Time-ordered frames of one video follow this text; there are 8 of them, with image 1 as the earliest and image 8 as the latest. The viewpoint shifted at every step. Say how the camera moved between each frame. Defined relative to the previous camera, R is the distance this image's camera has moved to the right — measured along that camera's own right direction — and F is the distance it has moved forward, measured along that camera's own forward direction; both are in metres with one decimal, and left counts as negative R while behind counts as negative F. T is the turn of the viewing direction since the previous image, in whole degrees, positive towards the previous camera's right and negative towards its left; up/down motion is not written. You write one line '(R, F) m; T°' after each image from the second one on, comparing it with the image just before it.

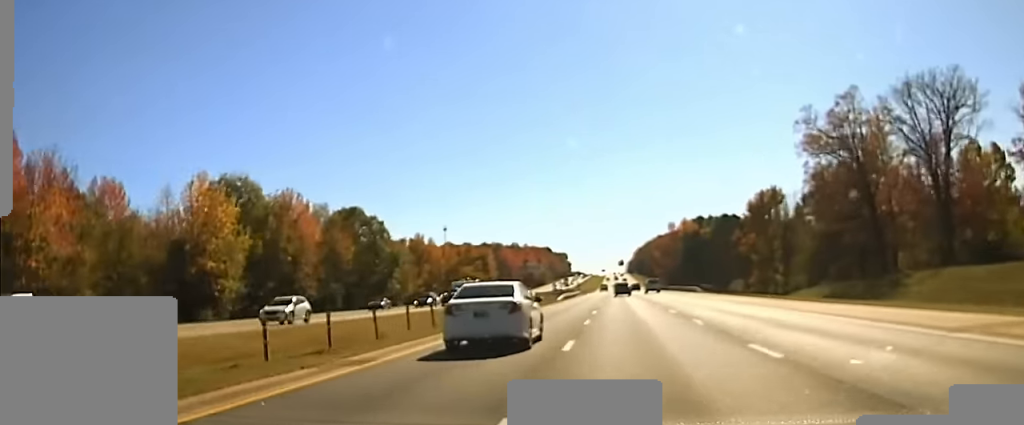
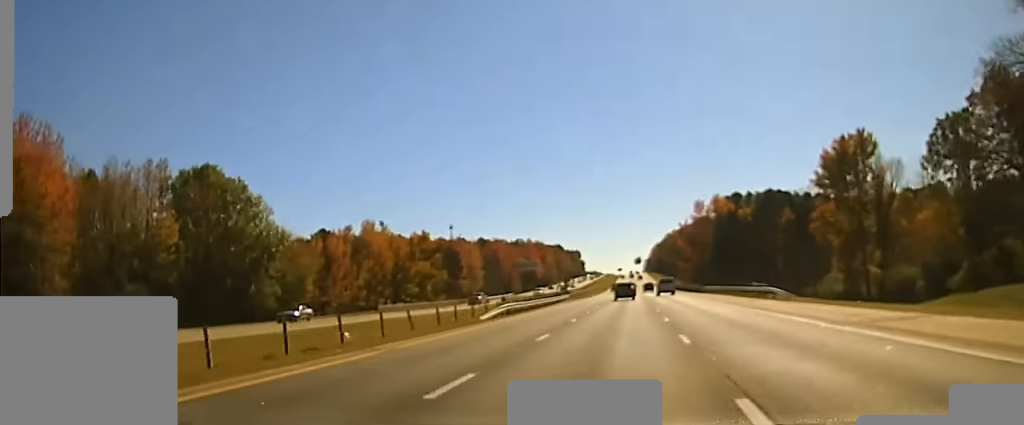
(0.0, +56.4) m; 0°
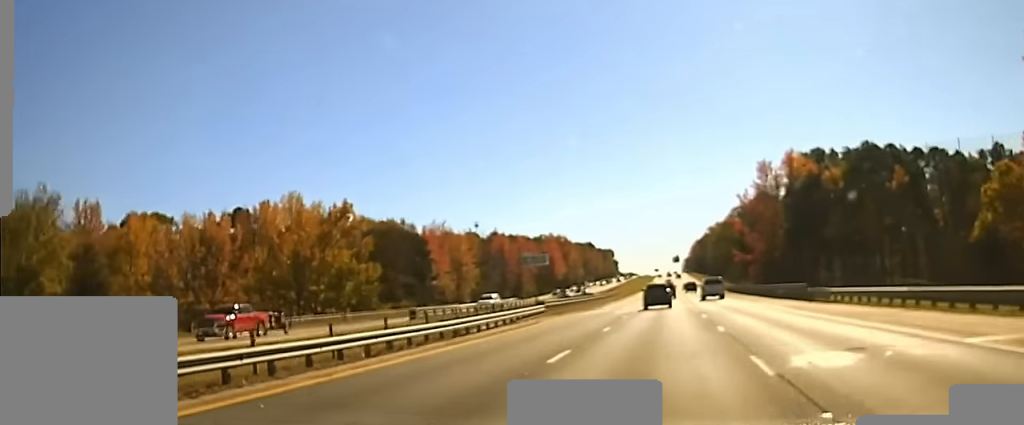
(-0.3, +51.2) m; -1°
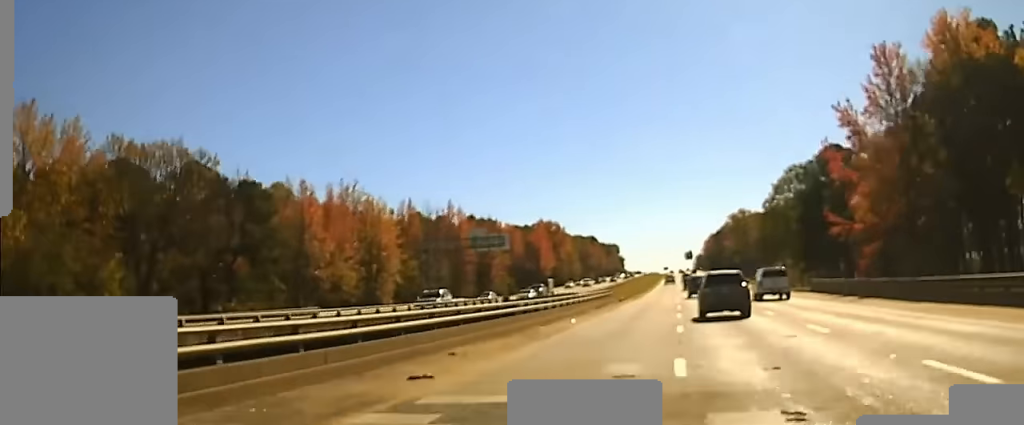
(-1.3, +60.2) m; -1°
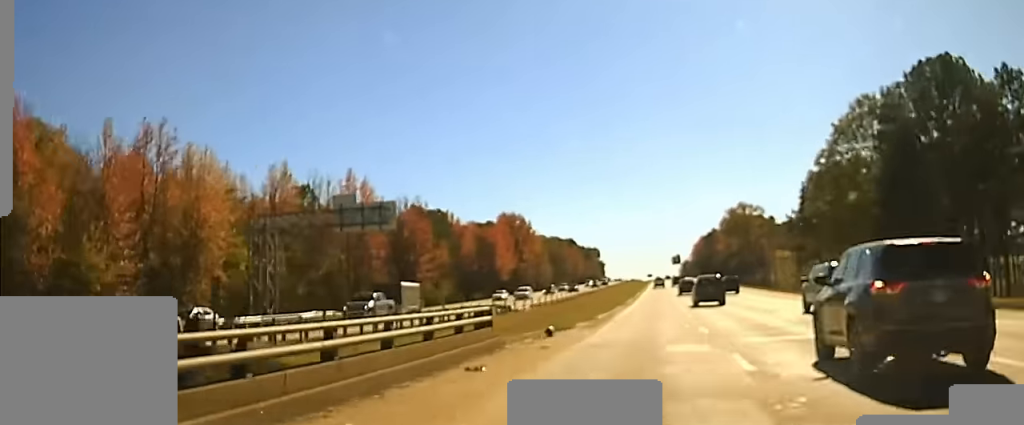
(+0.1, +44.3) m; +1°
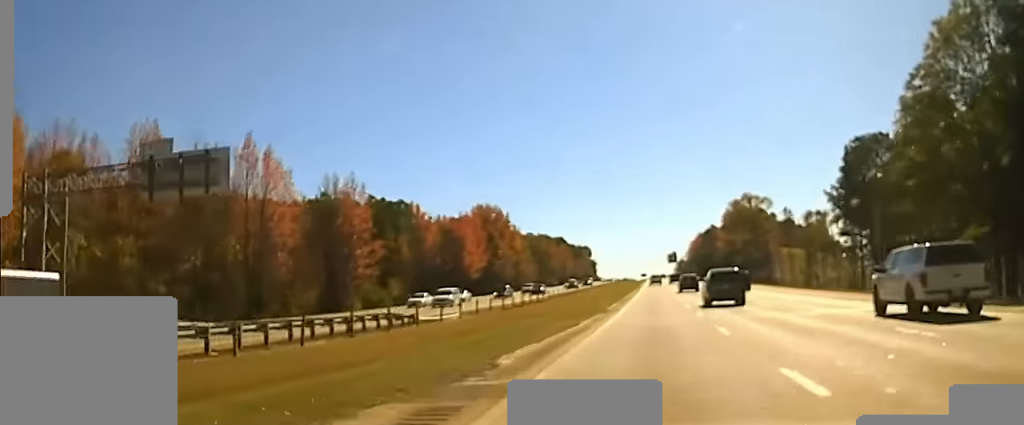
(+0.3, +26.1) m; 0°
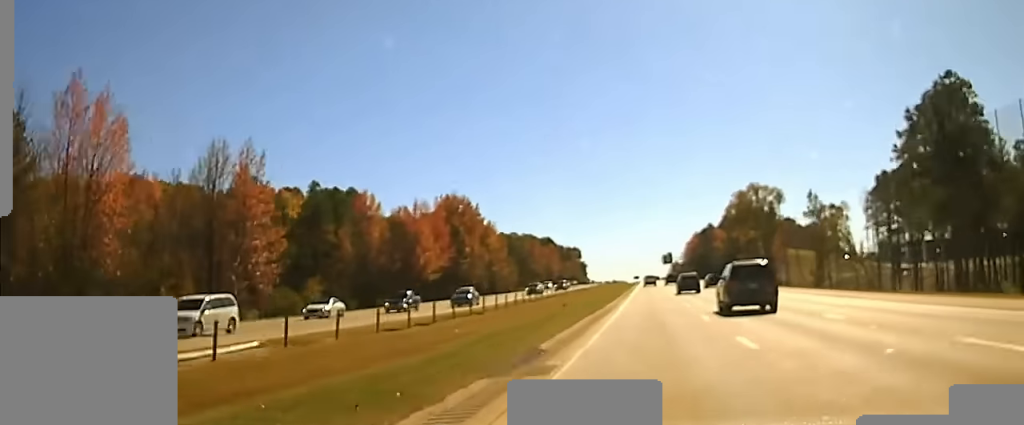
(+0.1, +24.7) m; 0°
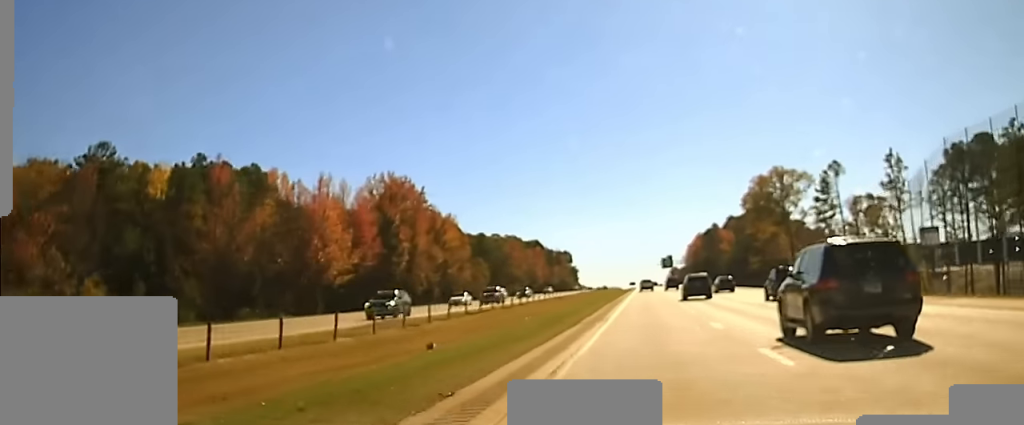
(+0.1, +39.6) m; 0°
